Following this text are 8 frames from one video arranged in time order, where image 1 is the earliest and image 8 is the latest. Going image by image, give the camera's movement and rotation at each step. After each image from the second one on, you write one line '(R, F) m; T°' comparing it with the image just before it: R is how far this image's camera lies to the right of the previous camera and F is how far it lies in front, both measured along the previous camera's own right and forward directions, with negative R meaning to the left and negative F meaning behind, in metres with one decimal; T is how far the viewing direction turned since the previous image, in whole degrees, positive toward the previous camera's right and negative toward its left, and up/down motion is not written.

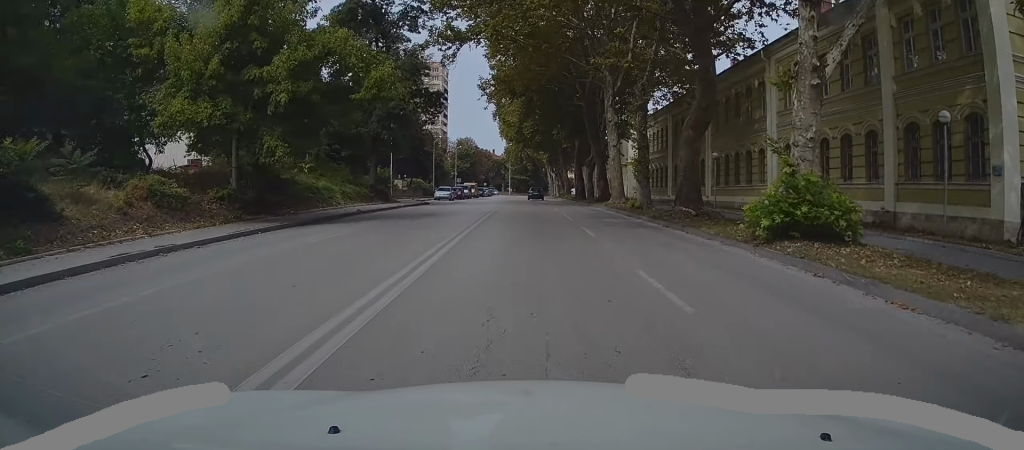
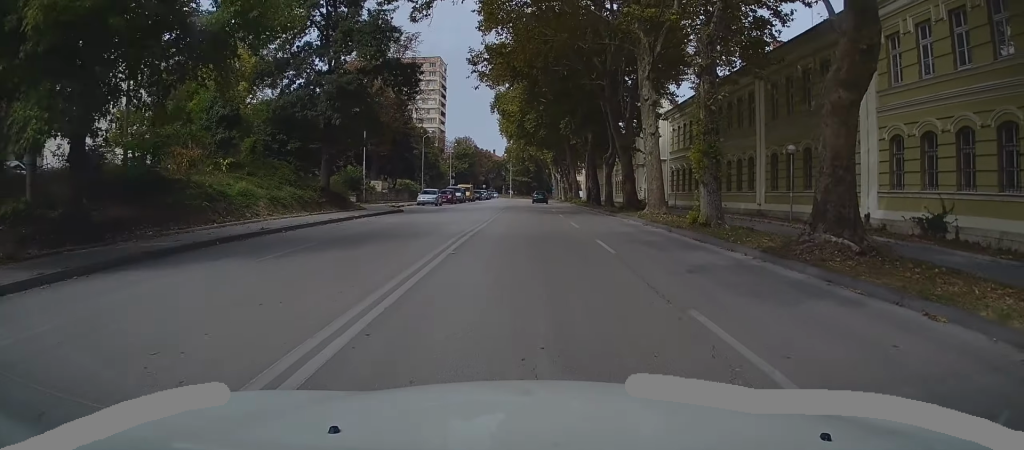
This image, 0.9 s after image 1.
(0.0, +11.5) m; +1°
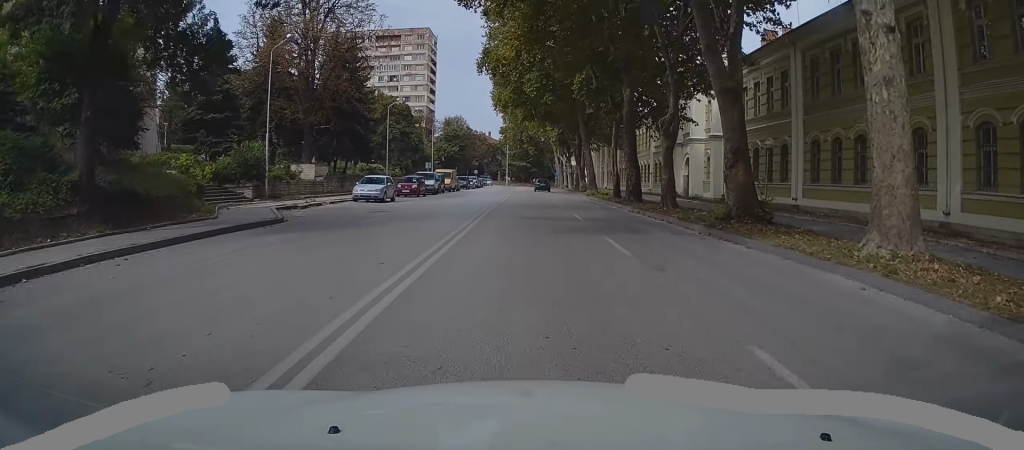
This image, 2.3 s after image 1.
(+0.1, +19.7) m; 0°
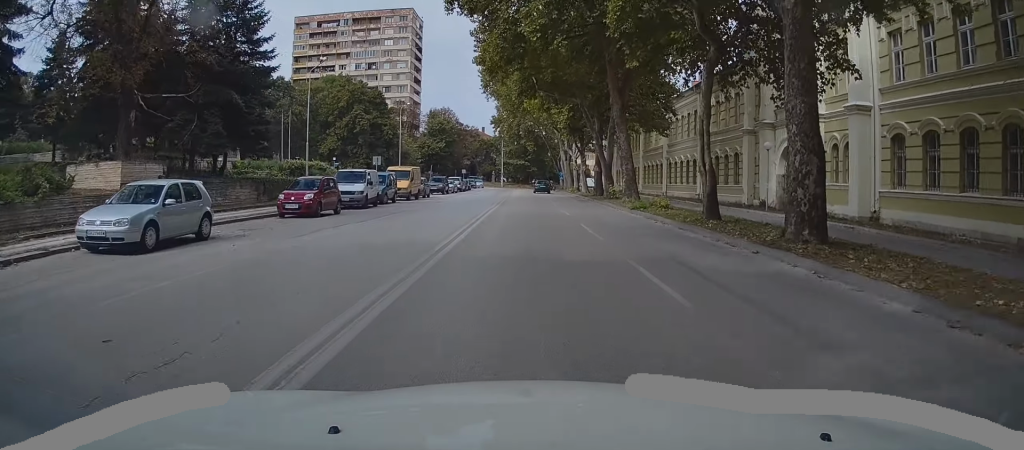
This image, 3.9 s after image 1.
(-0.1, +21.5) m; 0°
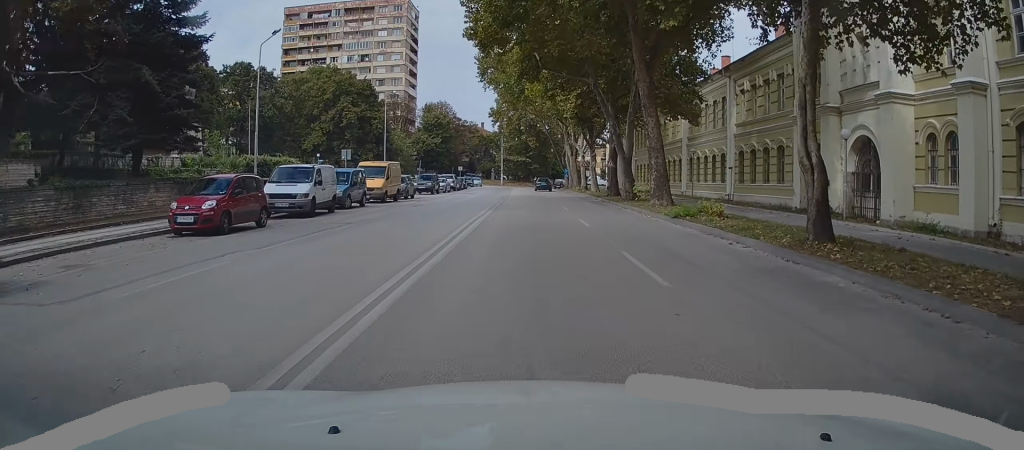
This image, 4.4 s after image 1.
(0.0, +7.6) m; 0°
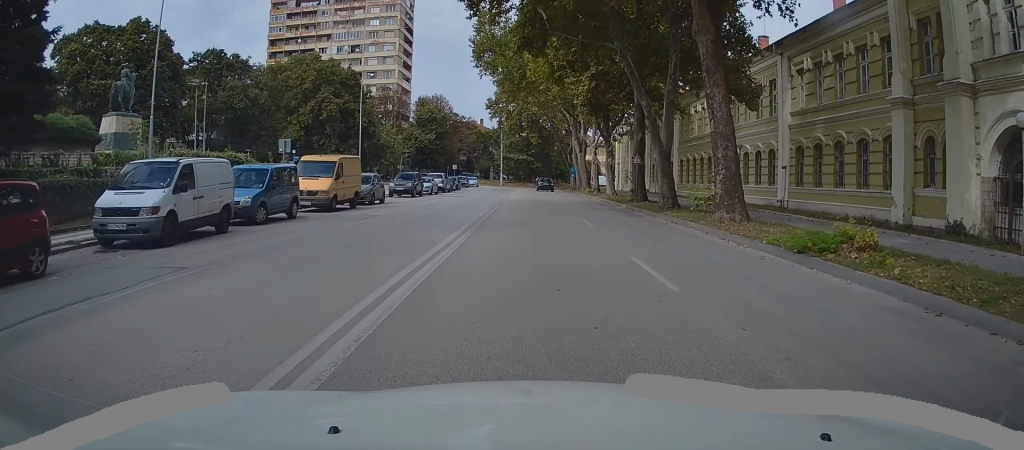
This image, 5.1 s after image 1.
(0.0, +9.4) m; 0°
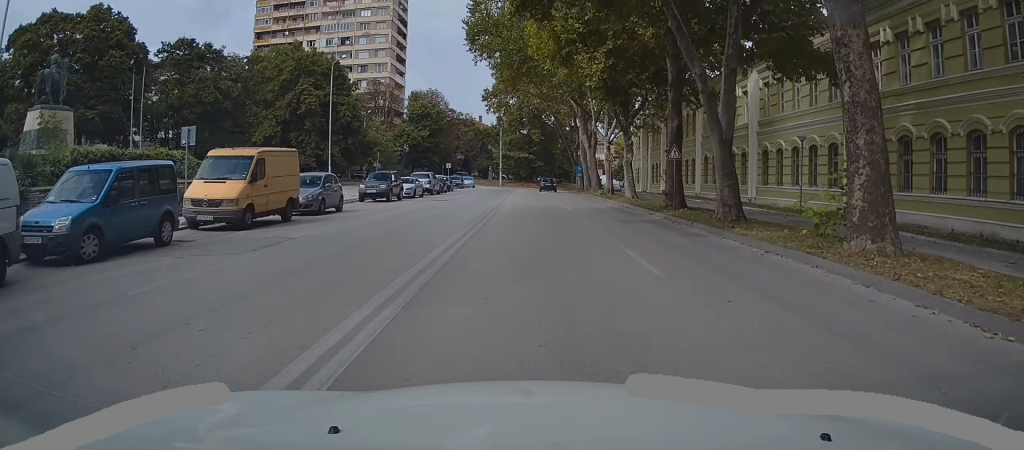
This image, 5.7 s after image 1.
(-0.1, +8.0) m; 0°
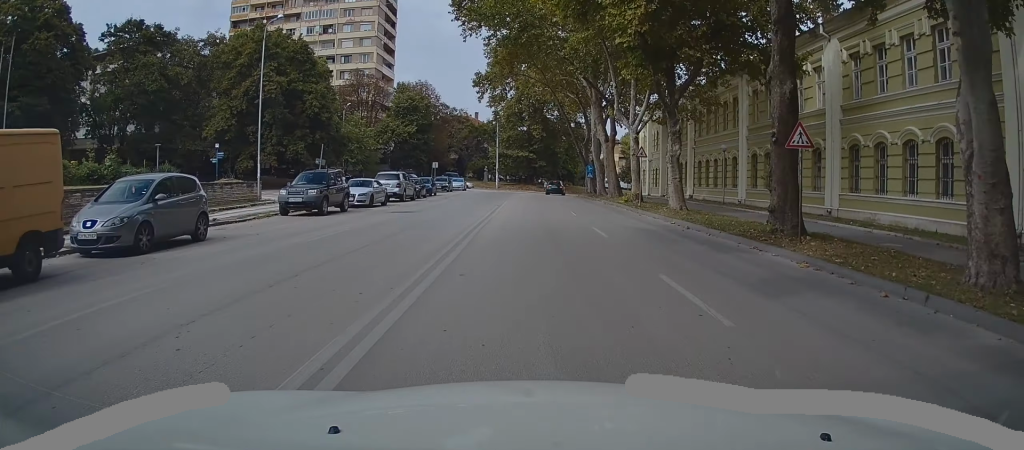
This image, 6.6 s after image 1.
(+0.1, +11.5) m; +1°
